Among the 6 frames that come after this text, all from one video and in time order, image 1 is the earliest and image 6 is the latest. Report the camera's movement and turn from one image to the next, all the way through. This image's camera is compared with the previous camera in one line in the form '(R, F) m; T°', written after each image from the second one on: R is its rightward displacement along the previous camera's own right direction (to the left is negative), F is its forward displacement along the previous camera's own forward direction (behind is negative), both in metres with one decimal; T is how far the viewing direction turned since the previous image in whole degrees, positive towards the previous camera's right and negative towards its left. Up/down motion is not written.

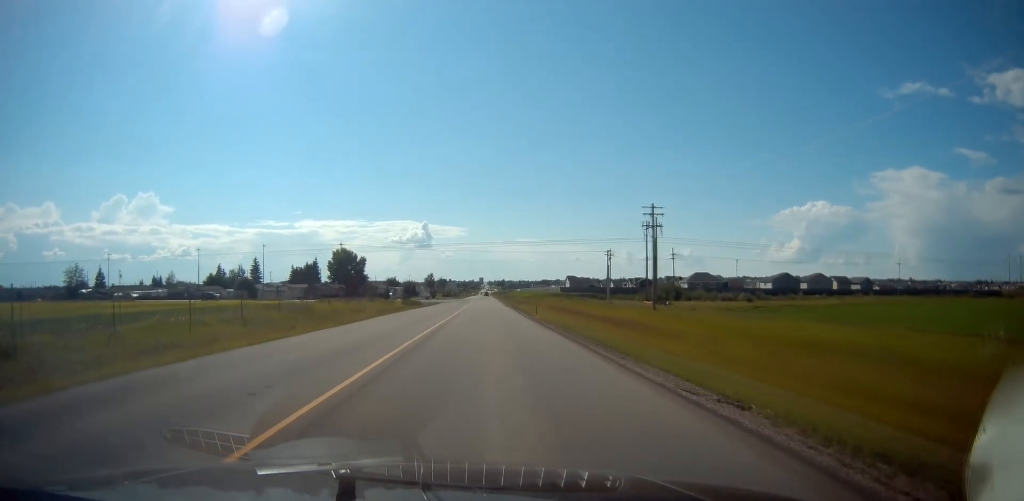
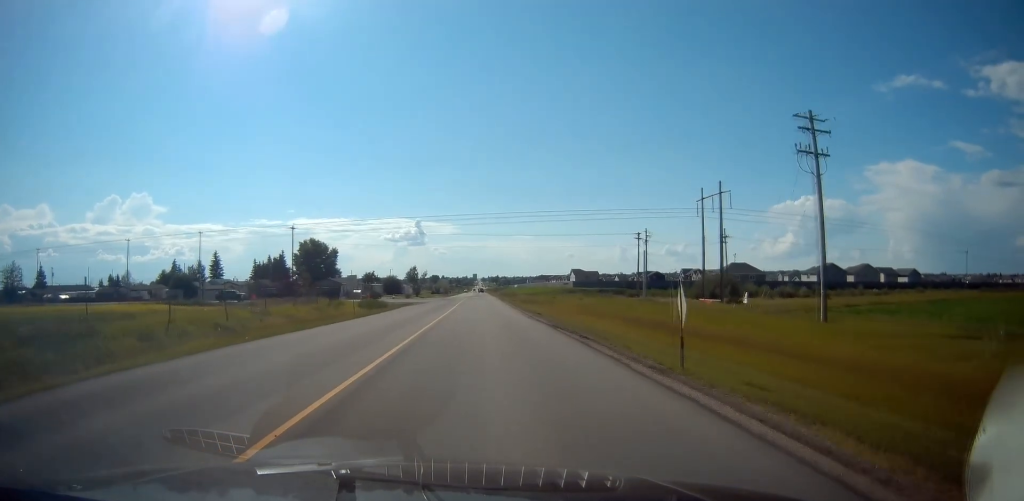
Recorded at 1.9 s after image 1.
(0.0, +33.0) m; 0°
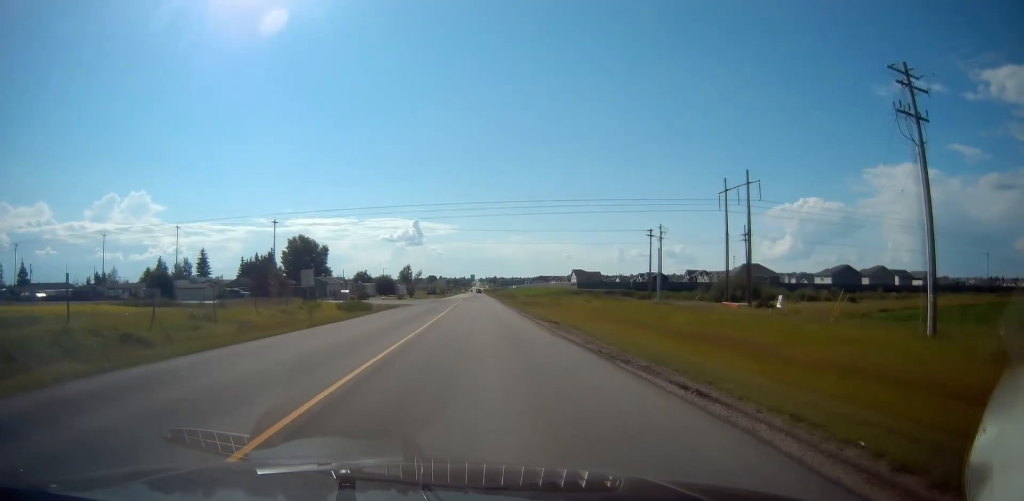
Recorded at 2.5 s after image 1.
(0.0, +9.0) m; 0°
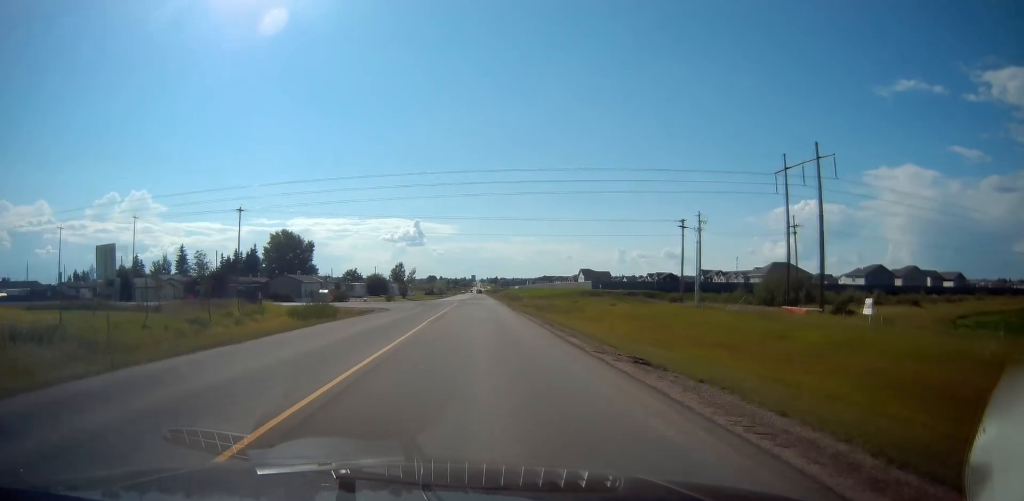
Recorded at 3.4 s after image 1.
(0.0, +15.8) m; 0°
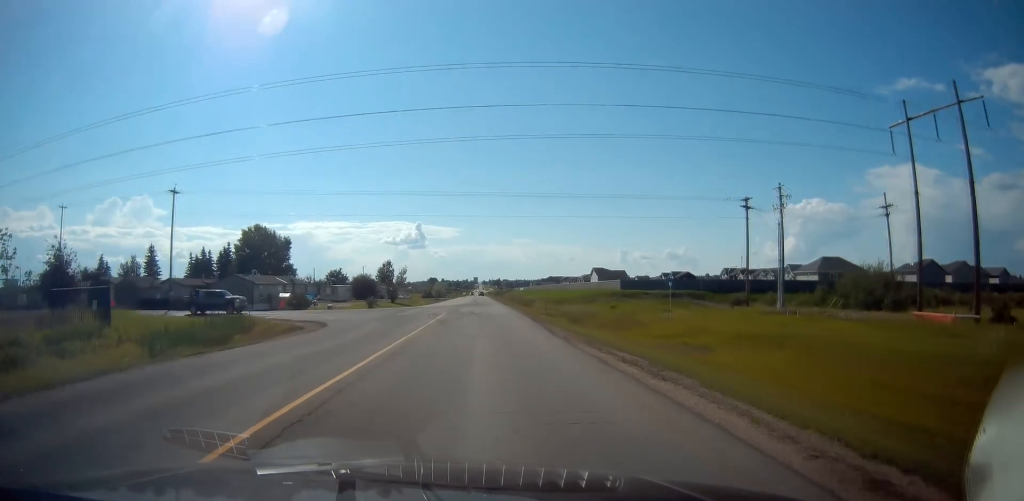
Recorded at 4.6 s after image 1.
(0.0, +20.8) m; 0°
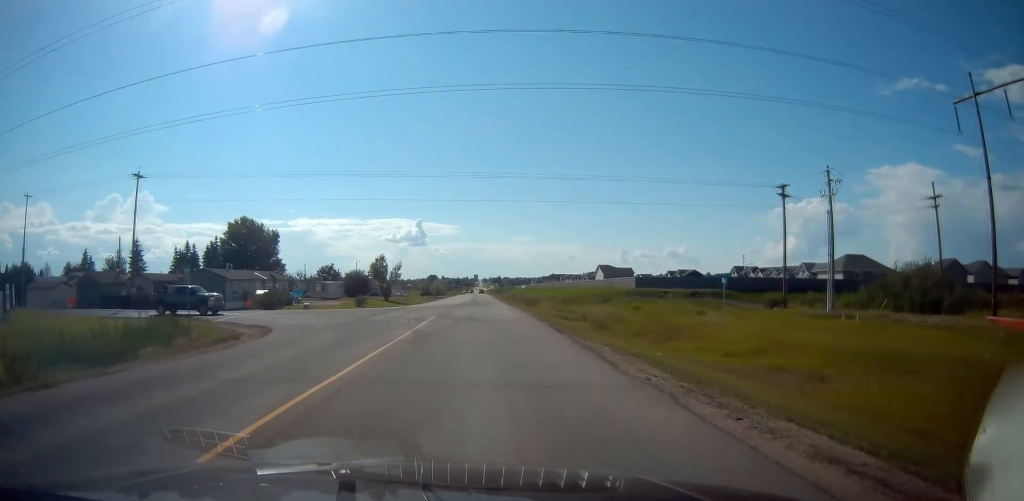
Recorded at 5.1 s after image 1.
(0.0, +8.4) m; 0°
